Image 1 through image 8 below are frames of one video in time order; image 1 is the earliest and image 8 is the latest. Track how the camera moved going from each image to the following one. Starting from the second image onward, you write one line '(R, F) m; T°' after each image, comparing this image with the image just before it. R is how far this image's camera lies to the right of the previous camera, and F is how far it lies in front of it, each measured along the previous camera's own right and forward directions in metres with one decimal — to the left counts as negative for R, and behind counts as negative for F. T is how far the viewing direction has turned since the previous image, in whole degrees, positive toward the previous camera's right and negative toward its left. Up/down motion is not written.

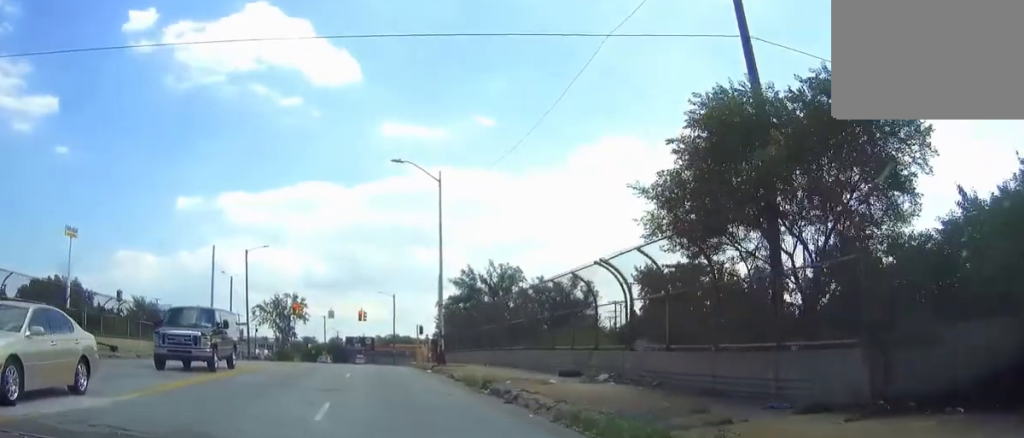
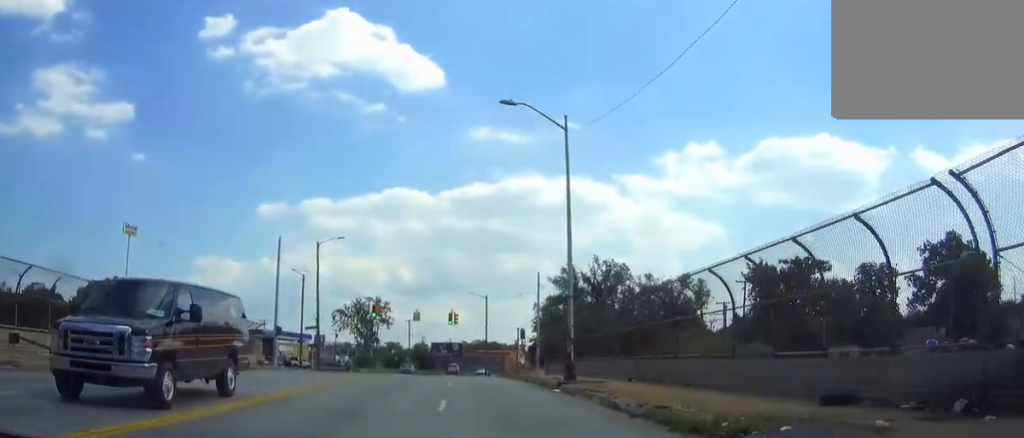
(-0.7, +9.8) m; -4°
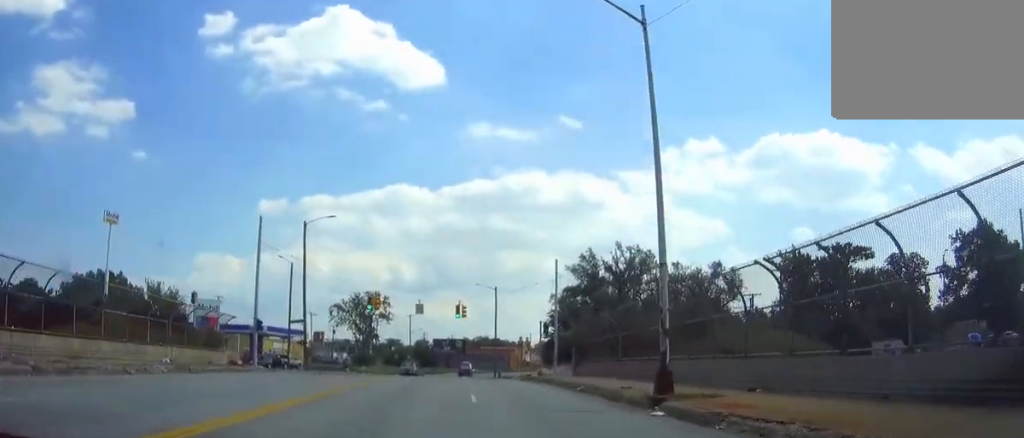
(0.0, +9.0) m; -1°
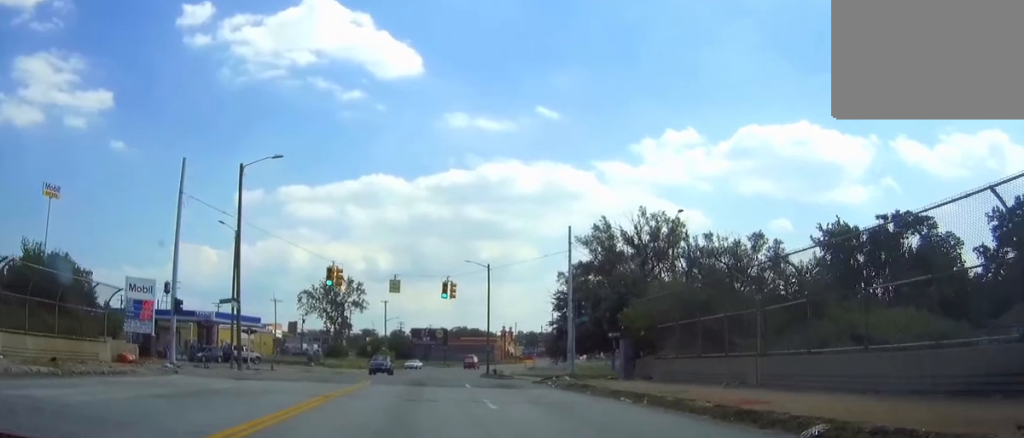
(-0.3, +15.7) m; -1°
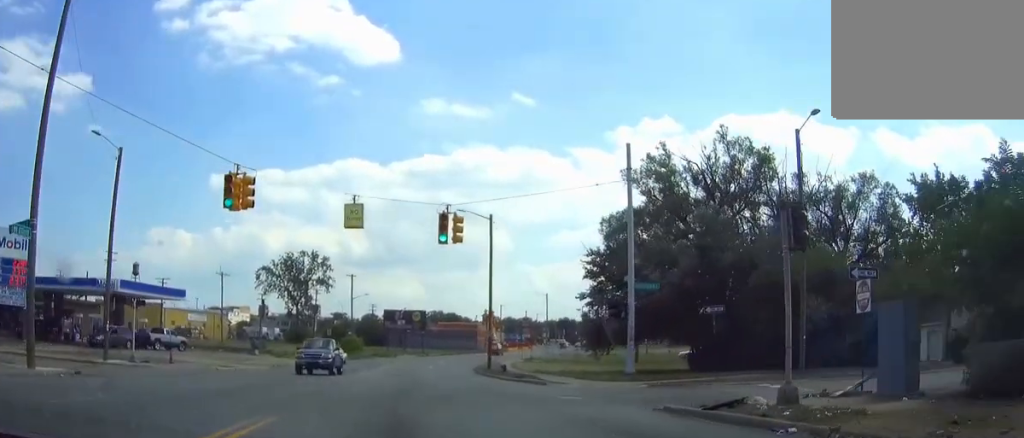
(+0.5, +21.2) m; +1°
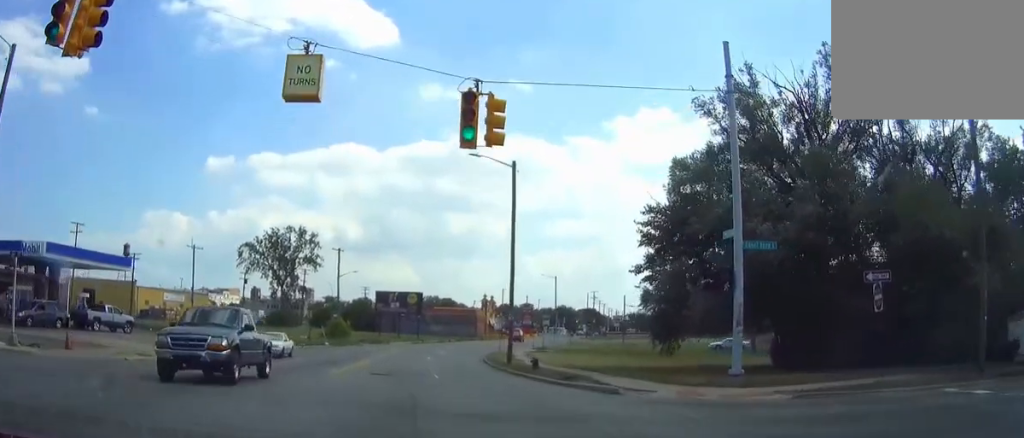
(-0.1, +12.0) m; -1°
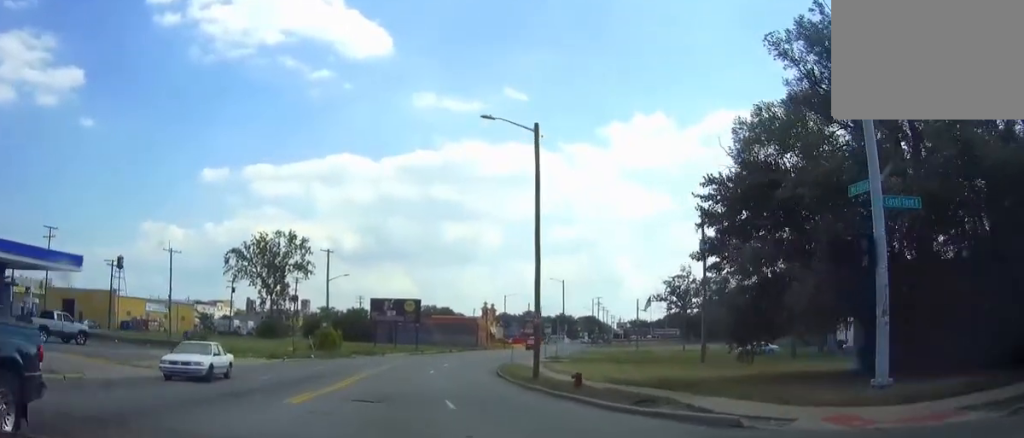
(-0.1, +8.2) m; -1°
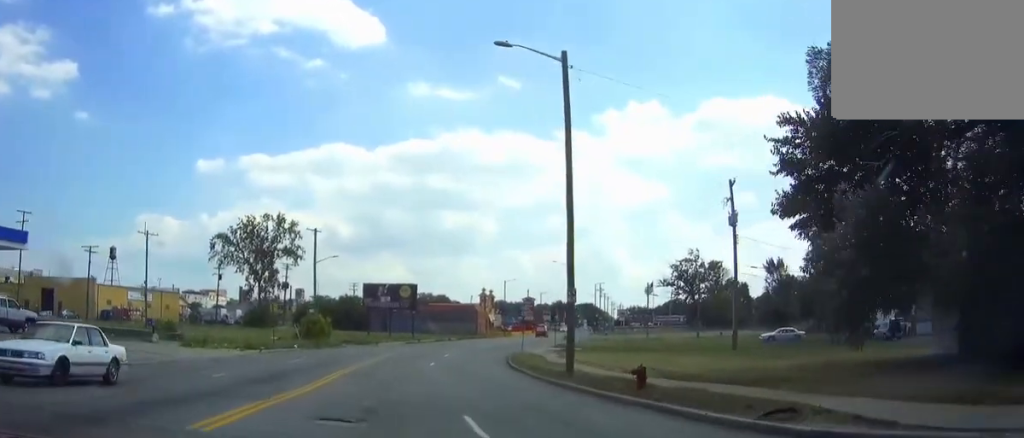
(0.0, +6.7) m; 0°
